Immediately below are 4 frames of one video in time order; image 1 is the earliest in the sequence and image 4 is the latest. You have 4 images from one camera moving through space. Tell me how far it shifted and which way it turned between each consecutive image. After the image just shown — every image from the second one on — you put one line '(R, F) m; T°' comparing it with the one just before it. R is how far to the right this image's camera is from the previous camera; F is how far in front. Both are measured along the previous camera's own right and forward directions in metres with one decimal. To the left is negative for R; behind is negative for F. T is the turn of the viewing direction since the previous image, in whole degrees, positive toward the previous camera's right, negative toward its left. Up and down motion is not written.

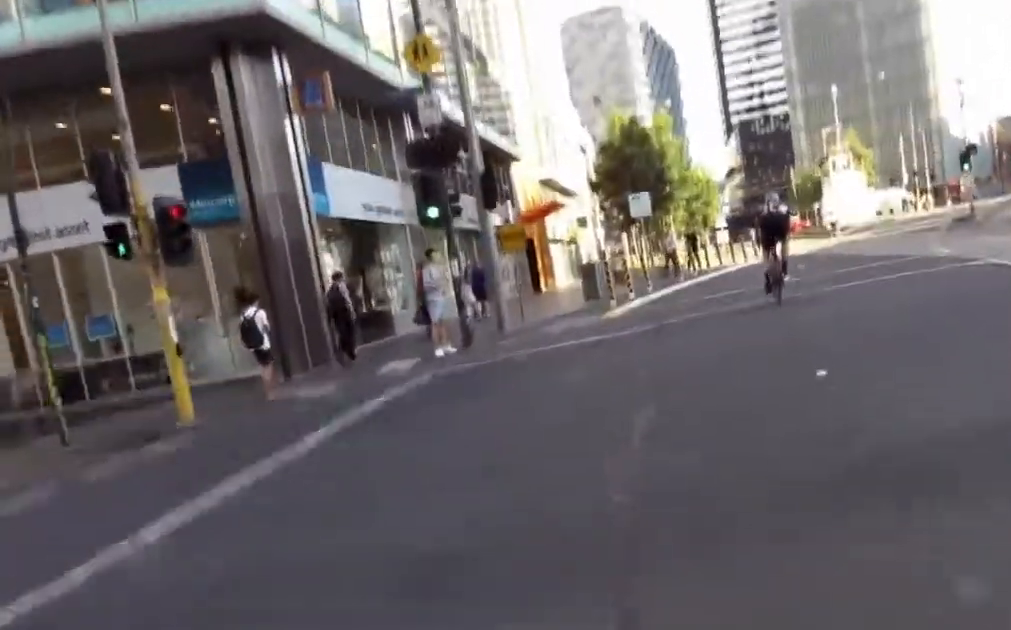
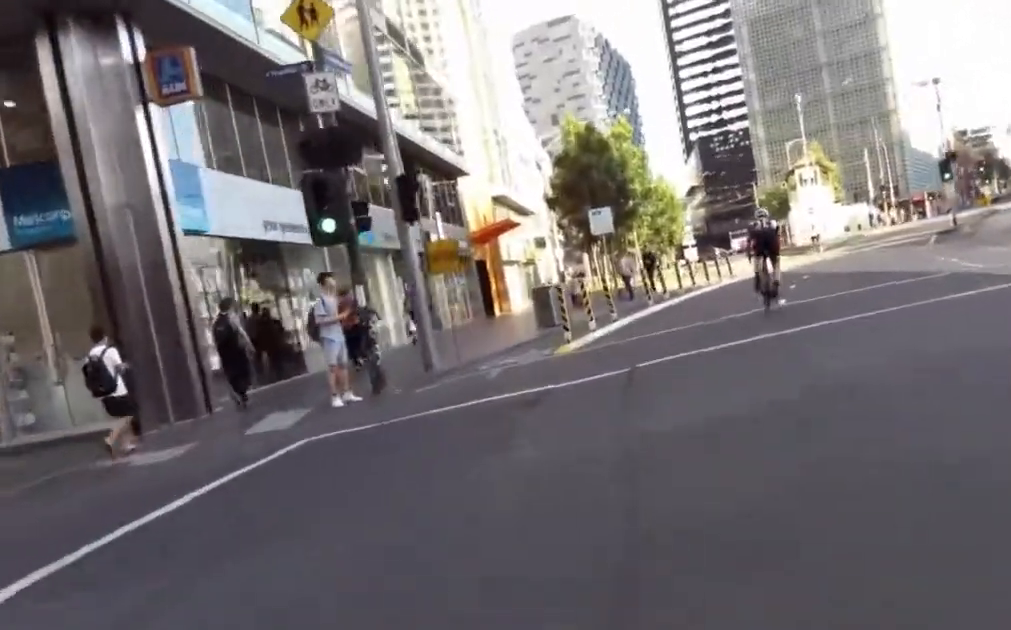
(+0.7, +3.4) m; +4°
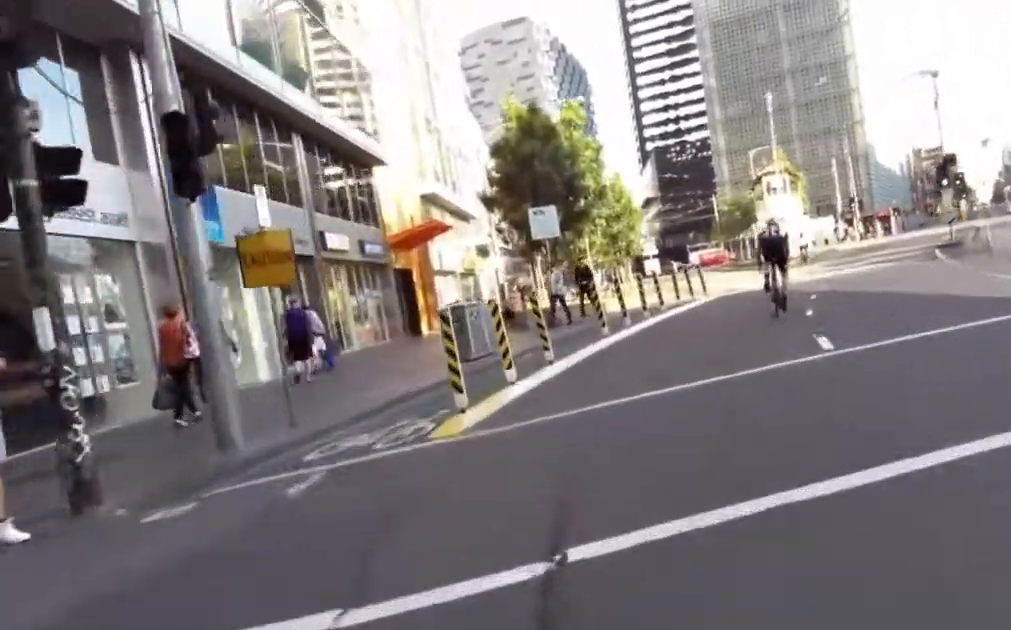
(+0.6, +5.5) m; +6°
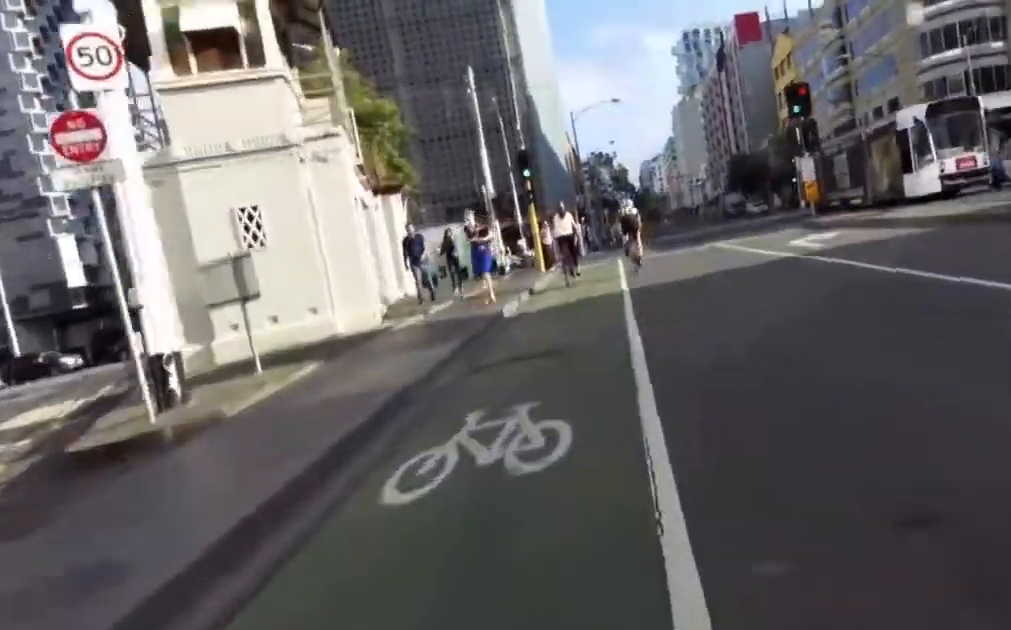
(+13.0, +41.8) m; +28°
